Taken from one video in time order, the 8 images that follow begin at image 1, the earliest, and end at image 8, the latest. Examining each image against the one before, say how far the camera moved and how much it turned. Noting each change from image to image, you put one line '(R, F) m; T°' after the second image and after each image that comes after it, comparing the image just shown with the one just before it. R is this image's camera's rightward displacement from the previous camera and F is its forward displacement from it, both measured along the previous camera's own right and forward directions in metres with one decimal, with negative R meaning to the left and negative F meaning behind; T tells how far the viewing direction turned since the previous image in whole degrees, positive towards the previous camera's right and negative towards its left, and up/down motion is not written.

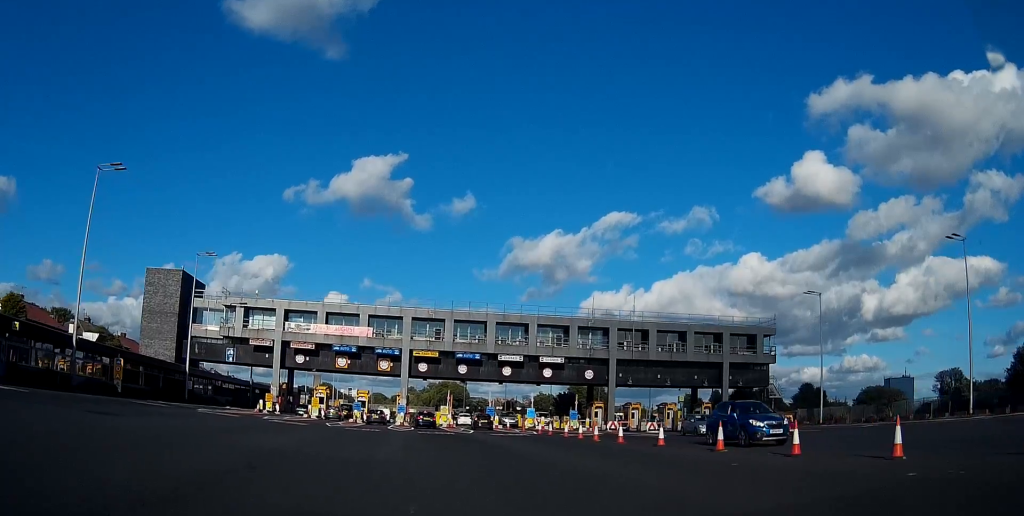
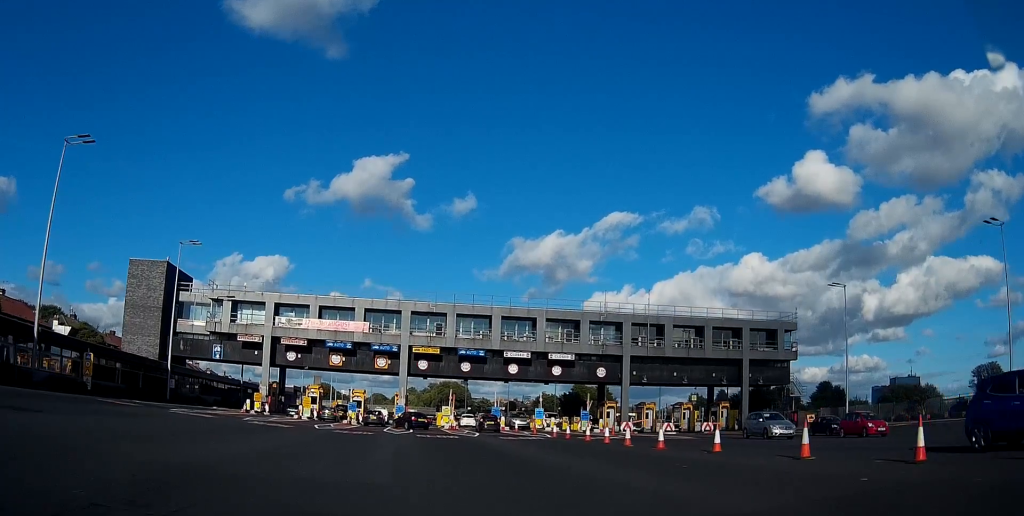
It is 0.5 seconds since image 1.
(-0.1, +5.7) m; 0°
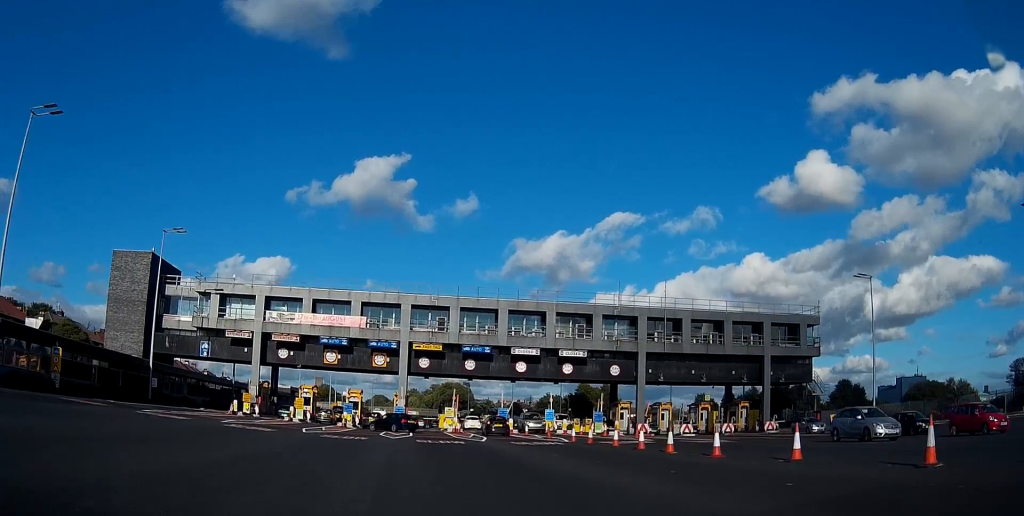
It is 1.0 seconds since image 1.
(+0.1, +5.1) m; +1°
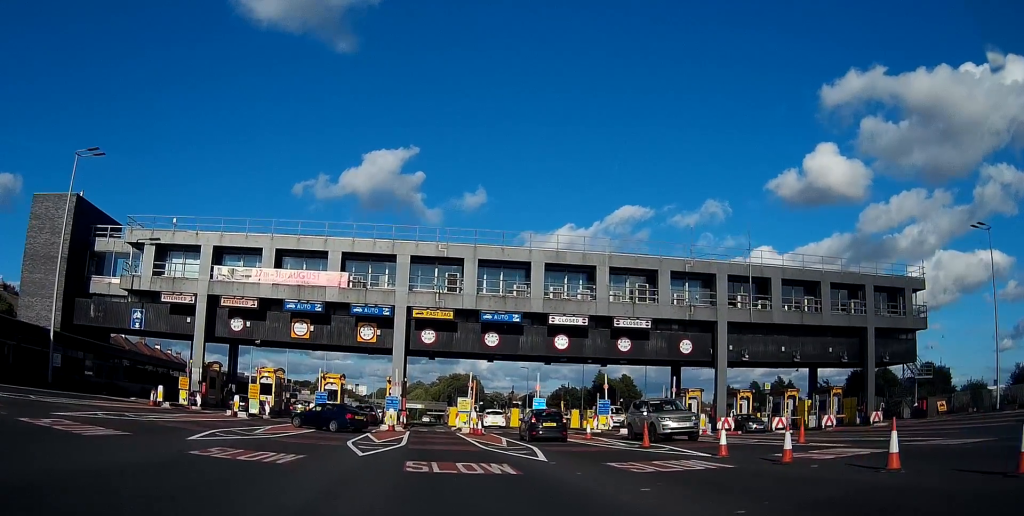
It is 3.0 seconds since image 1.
(+0.4, +19.6) m; +2°
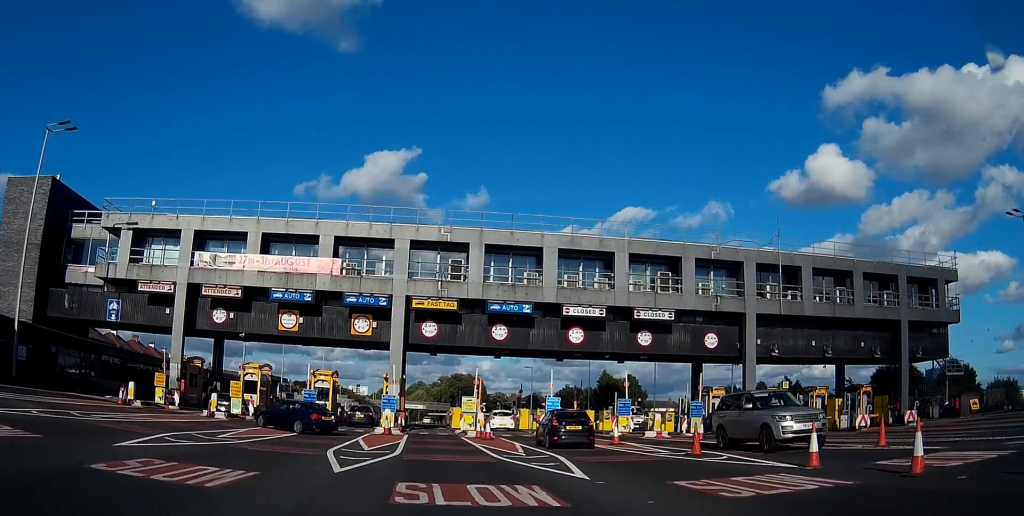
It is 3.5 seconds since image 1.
(+0.1, +5.0) m; 0°
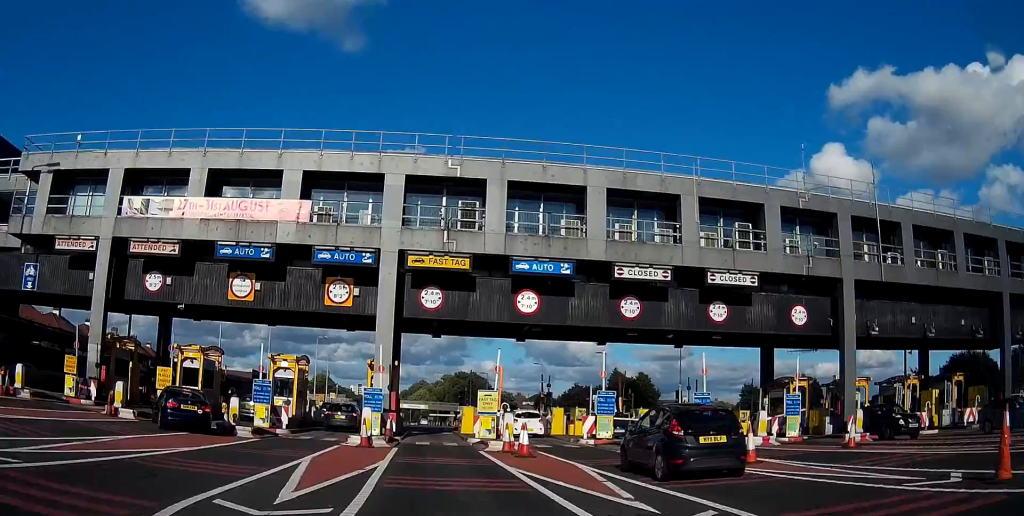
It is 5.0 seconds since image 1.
(-0.1, +12.3) m; 0°
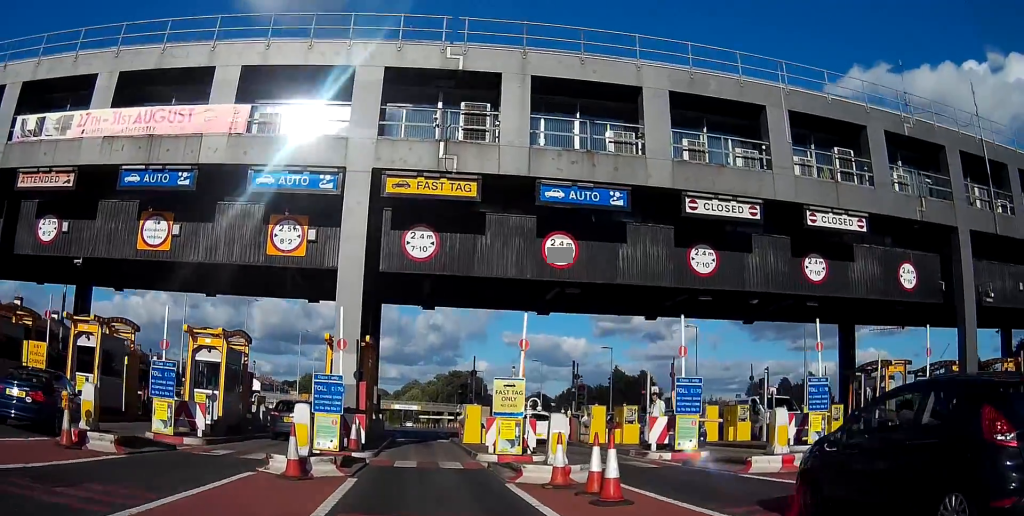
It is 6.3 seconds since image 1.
(0.0, +10.3) m; 0°
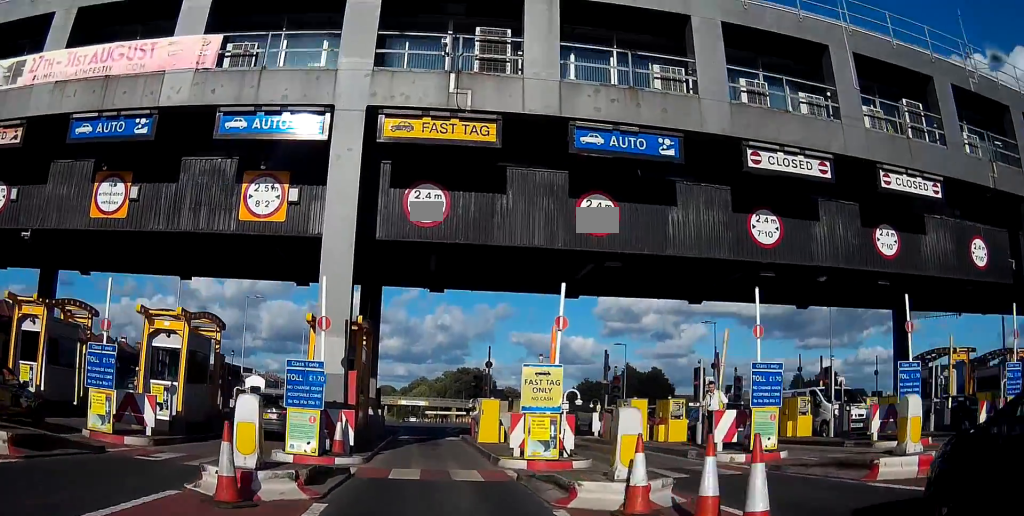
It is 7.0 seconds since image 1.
(0.0, +4.3) m; 0°
